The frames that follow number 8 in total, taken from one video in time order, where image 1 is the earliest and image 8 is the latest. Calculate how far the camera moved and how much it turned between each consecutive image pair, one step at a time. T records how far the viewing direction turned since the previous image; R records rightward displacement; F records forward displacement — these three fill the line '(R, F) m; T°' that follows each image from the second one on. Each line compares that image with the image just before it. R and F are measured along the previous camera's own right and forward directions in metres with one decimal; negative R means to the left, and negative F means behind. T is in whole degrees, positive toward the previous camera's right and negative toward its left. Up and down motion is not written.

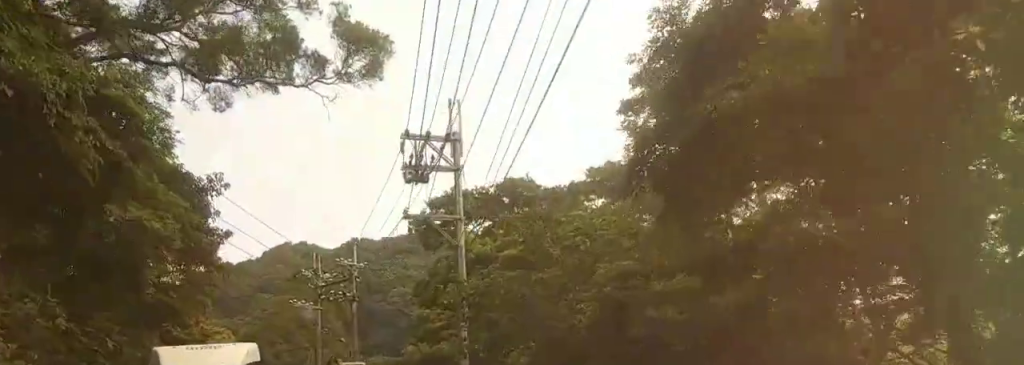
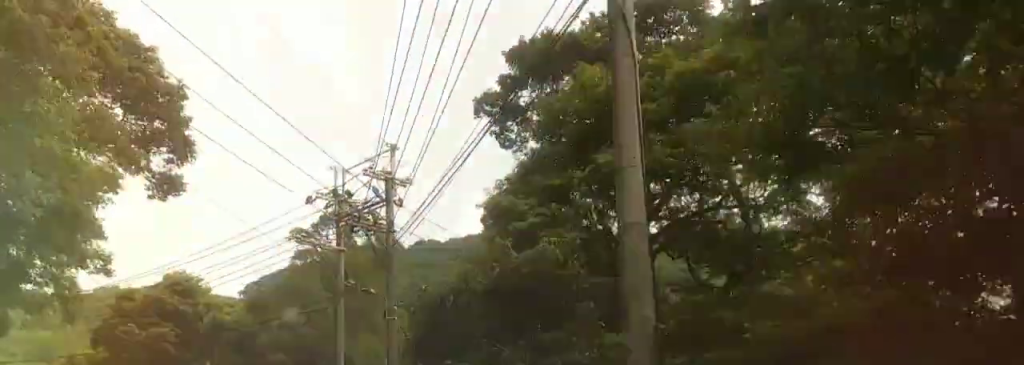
(+0.1, +16.0) m; -2°
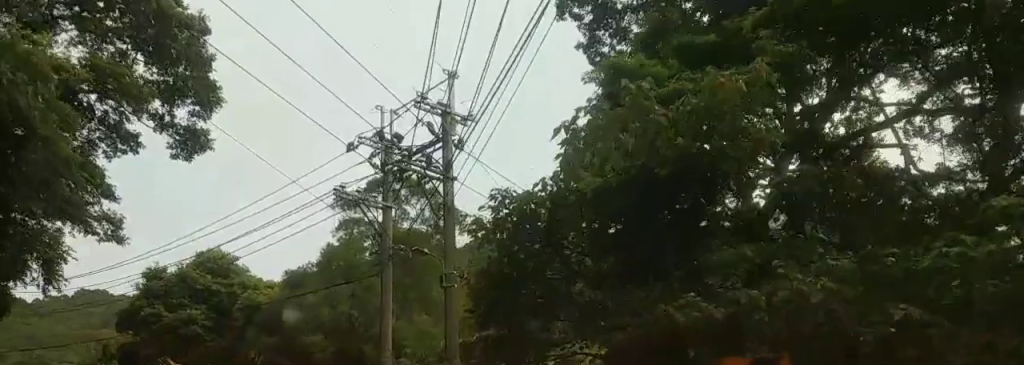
(+0.2, +5.4) m; -8°
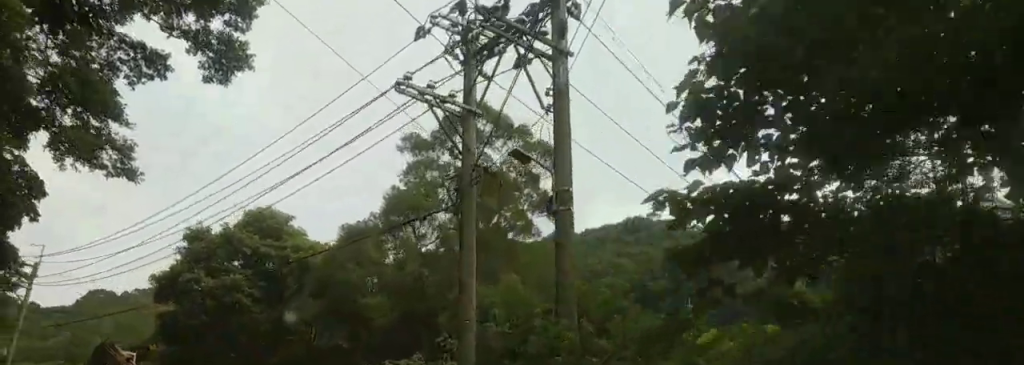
(-1.1, +6.2) m; -12°
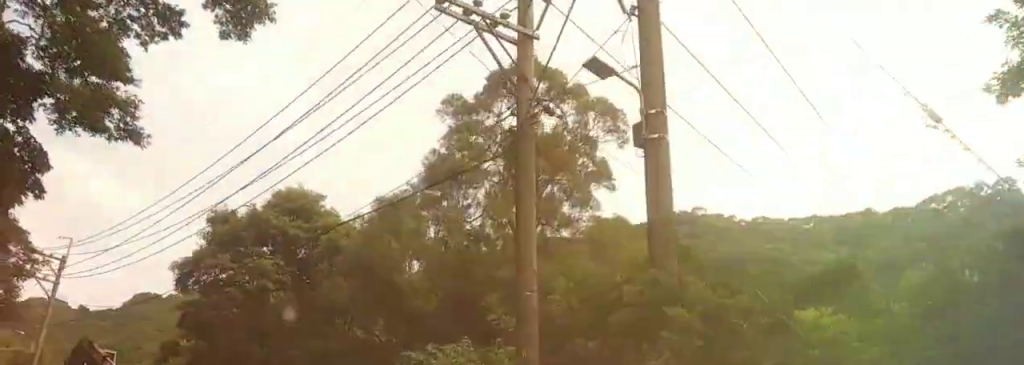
(-0.1, +2.8) m; -3°
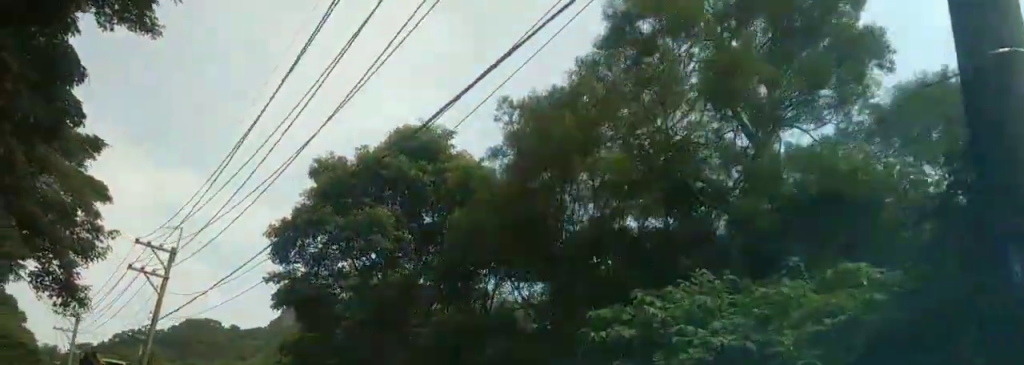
(-0.1, +6.6) m; -1°
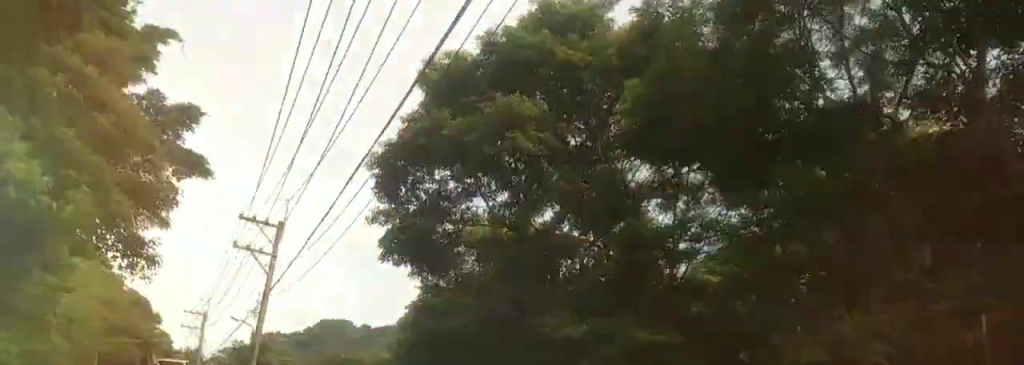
(0.0, +4.8) m; -1°
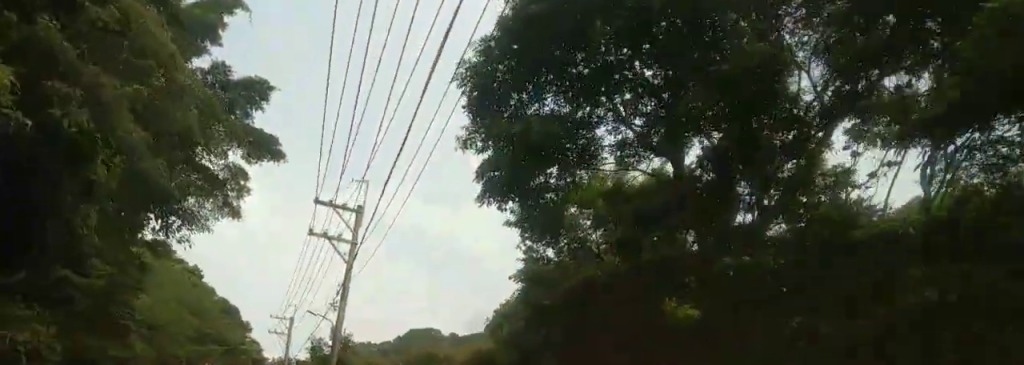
(+0.1, +3.6) m; -6°
